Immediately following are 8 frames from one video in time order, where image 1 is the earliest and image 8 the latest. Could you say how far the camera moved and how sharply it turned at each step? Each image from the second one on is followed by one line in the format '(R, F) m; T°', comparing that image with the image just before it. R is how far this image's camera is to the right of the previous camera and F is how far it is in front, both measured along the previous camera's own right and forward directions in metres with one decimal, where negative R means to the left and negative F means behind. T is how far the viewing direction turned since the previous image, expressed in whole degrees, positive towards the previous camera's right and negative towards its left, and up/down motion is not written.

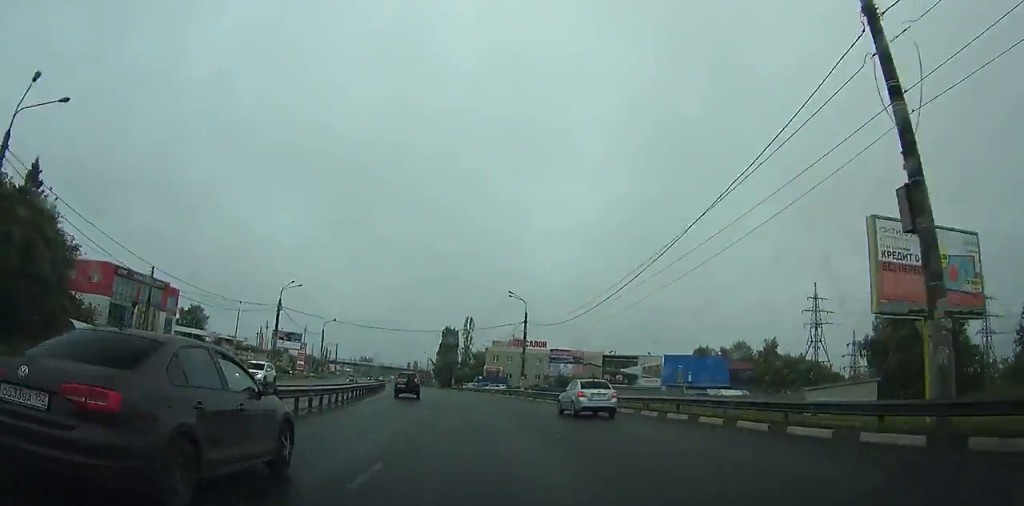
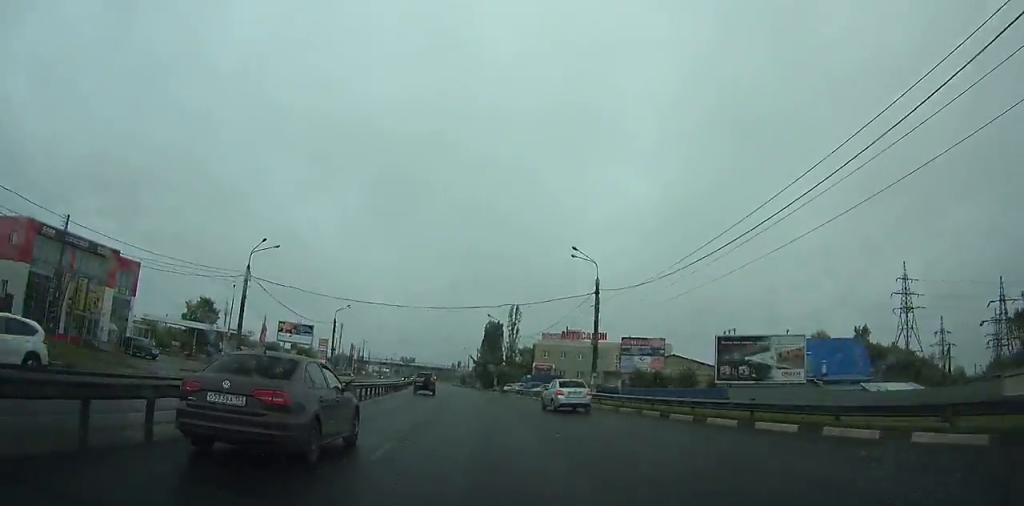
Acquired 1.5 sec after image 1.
(-0.7, +21.5) m; -3°
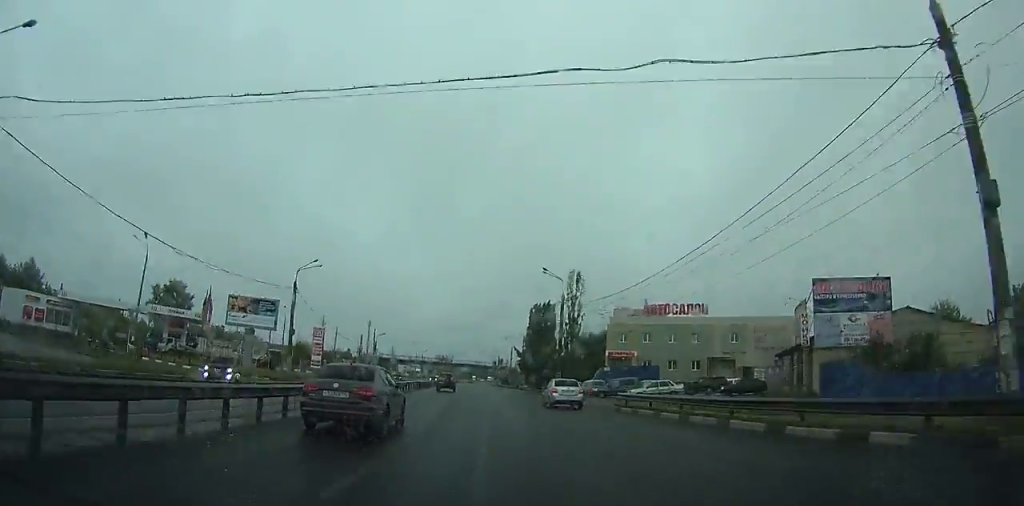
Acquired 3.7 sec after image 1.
(-1.6, +34.4) m; -5°
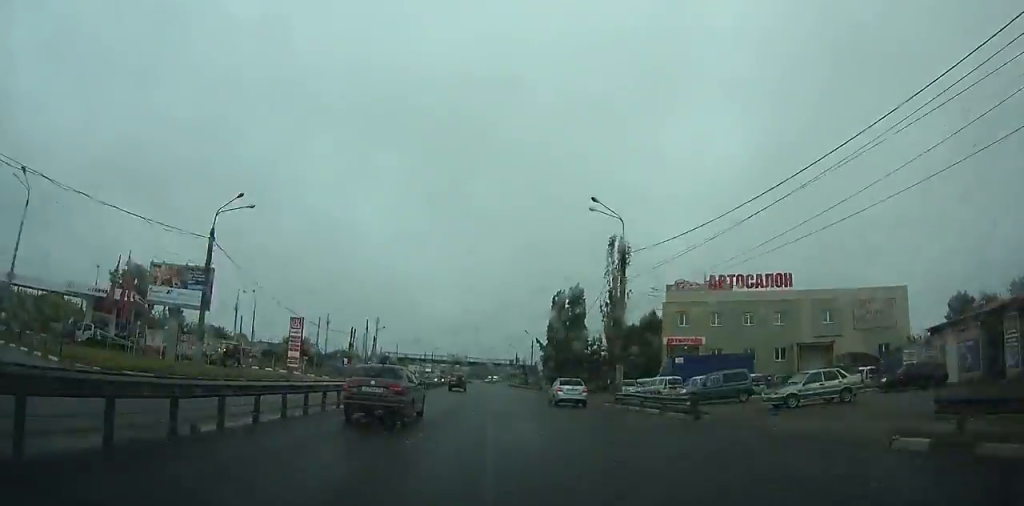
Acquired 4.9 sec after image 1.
(-0.4, +19.5) m; -2°
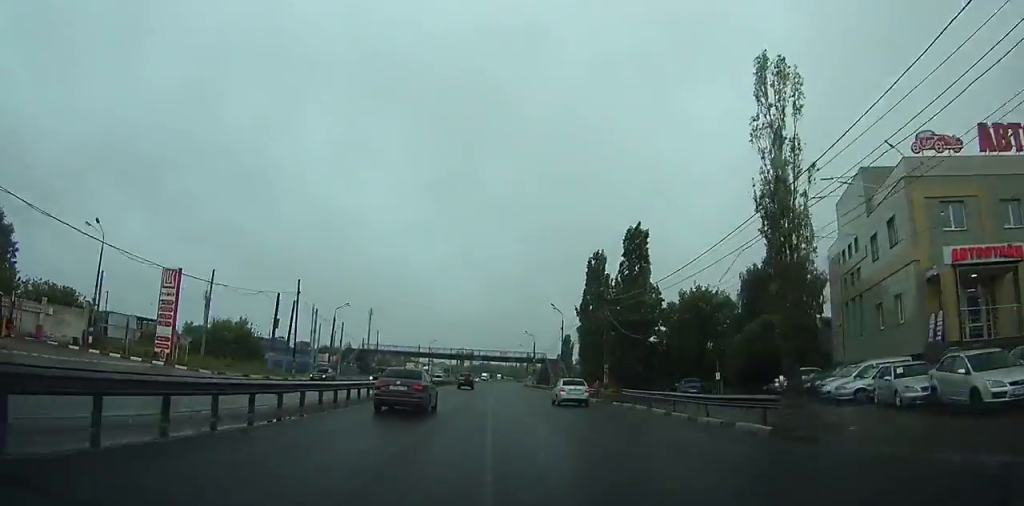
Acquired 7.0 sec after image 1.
(-0.7, +35.2) m; -2°
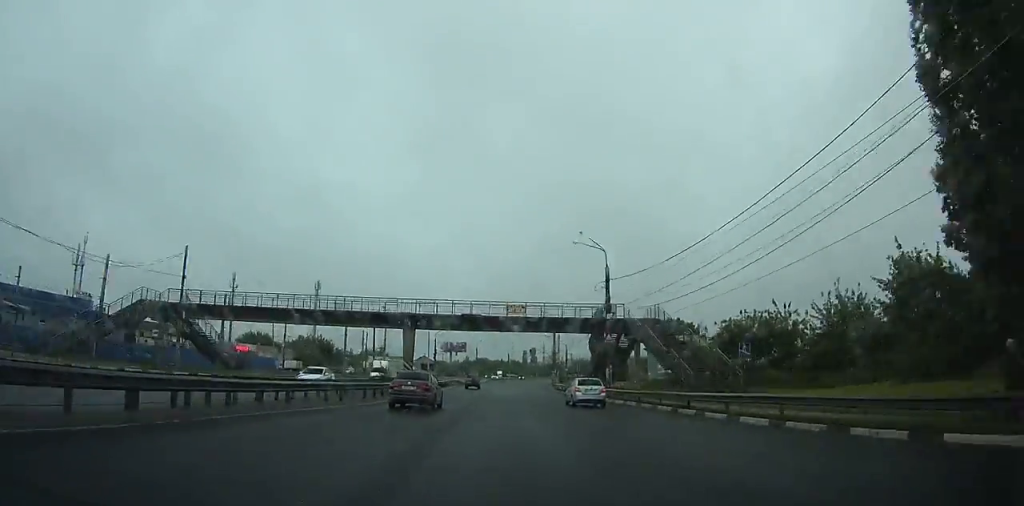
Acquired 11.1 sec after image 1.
(-0.3, +69.4) m; -1°
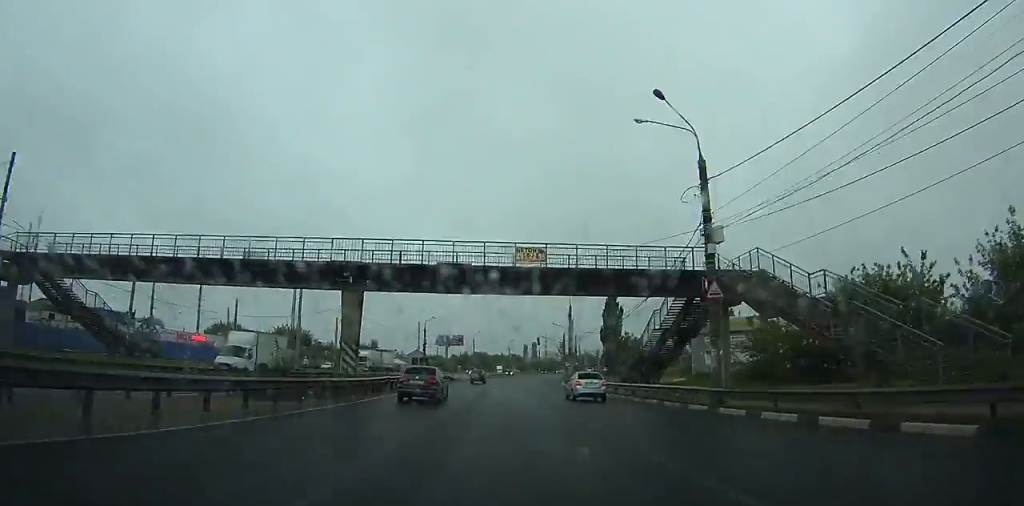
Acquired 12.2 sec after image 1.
(+0.2, +19.5) m; -1°
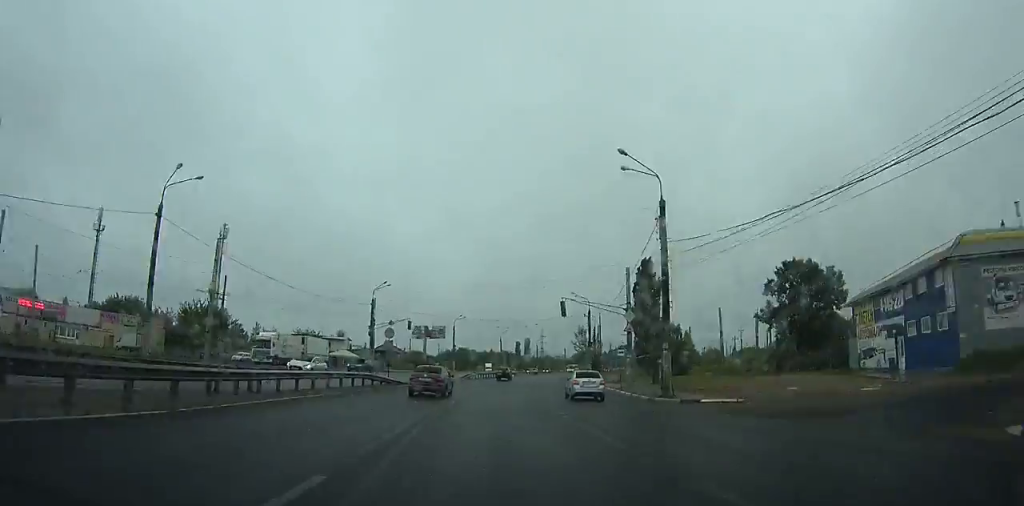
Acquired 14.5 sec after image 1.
(-1.5, +46.6) m; -7°
